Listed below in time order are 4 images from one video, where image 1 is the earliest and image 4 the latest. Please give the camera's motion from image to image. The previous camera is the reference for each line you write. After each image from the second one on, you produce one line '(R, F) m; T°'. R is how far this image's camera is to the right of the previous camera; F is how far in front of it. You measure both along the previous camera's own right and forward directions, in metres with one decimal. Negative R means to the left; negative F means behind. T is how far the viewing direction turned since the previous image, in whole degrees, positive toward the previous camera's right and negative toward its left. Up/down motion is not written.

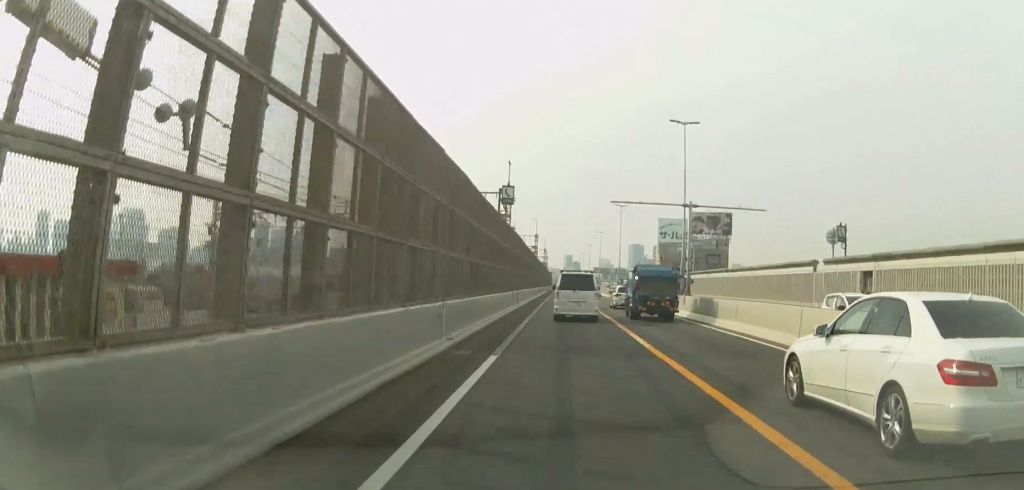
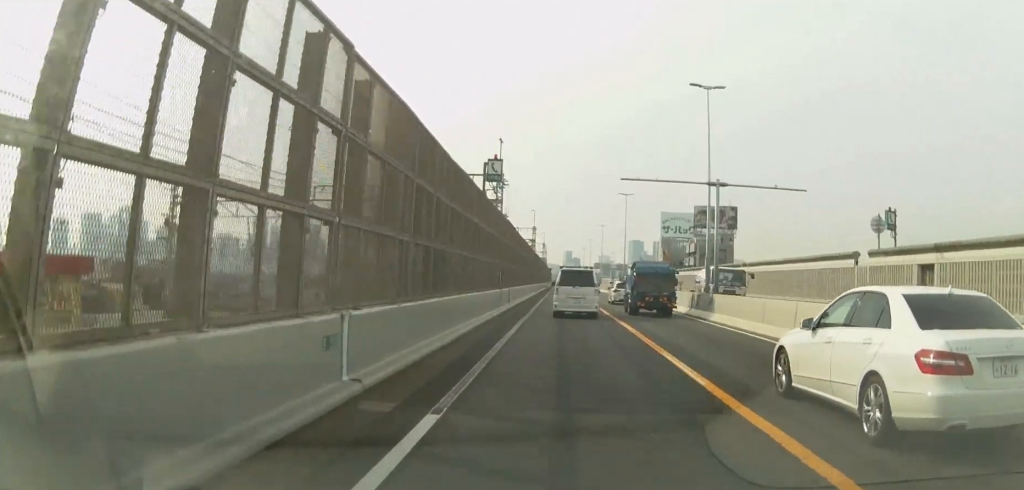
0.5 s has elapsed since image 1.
(-0.1, +6.4) m; -1°
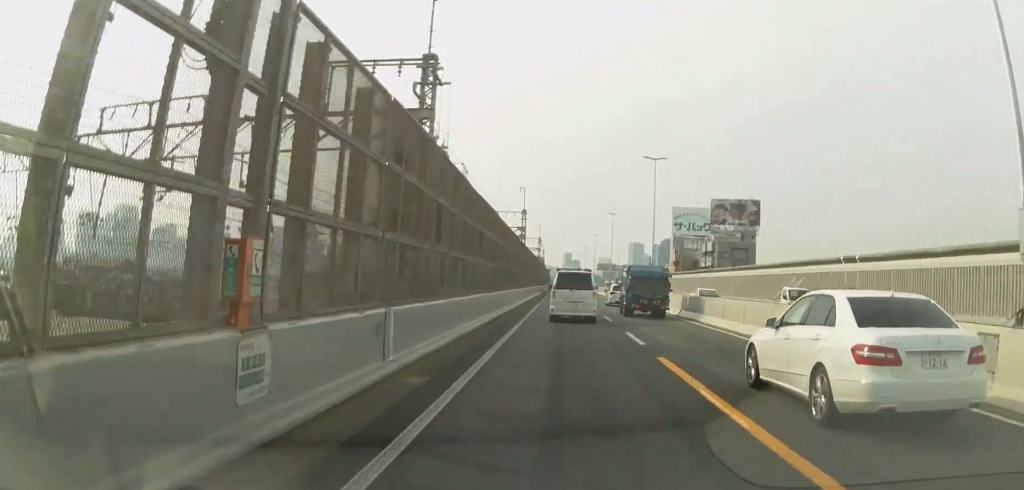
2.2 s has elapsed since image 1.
(-0.2, +22.4) m; -1°
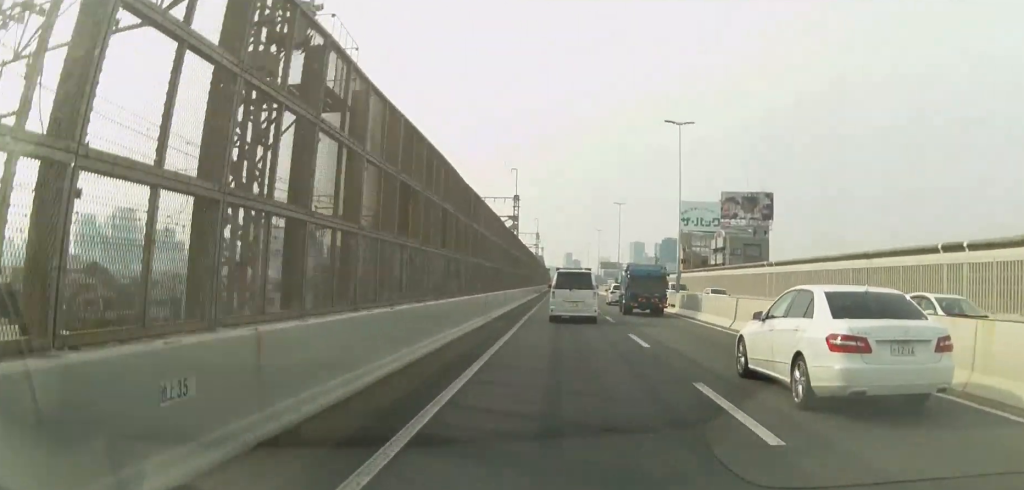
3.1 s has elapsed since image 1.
(0.0, +10.9) m; +1°
